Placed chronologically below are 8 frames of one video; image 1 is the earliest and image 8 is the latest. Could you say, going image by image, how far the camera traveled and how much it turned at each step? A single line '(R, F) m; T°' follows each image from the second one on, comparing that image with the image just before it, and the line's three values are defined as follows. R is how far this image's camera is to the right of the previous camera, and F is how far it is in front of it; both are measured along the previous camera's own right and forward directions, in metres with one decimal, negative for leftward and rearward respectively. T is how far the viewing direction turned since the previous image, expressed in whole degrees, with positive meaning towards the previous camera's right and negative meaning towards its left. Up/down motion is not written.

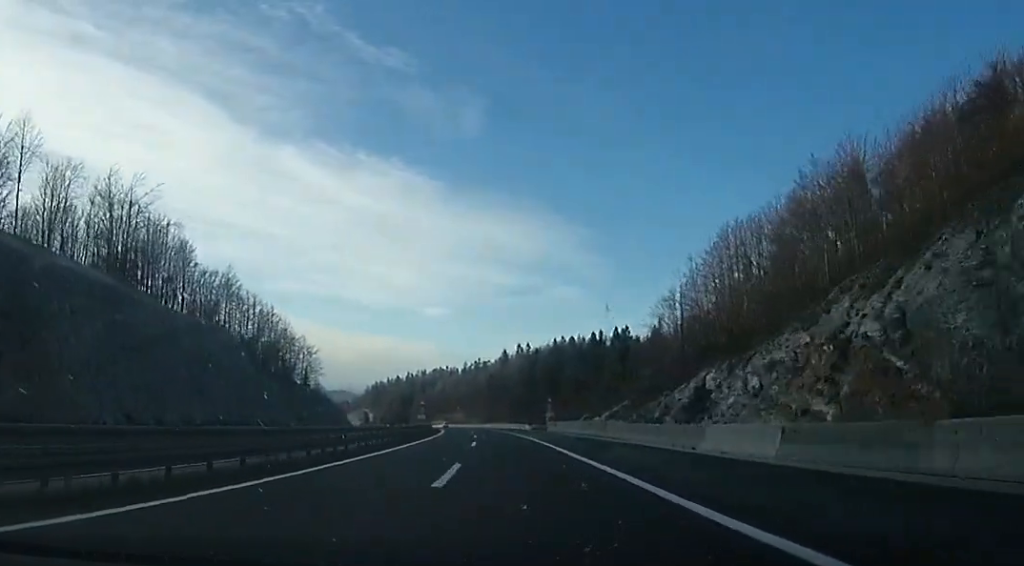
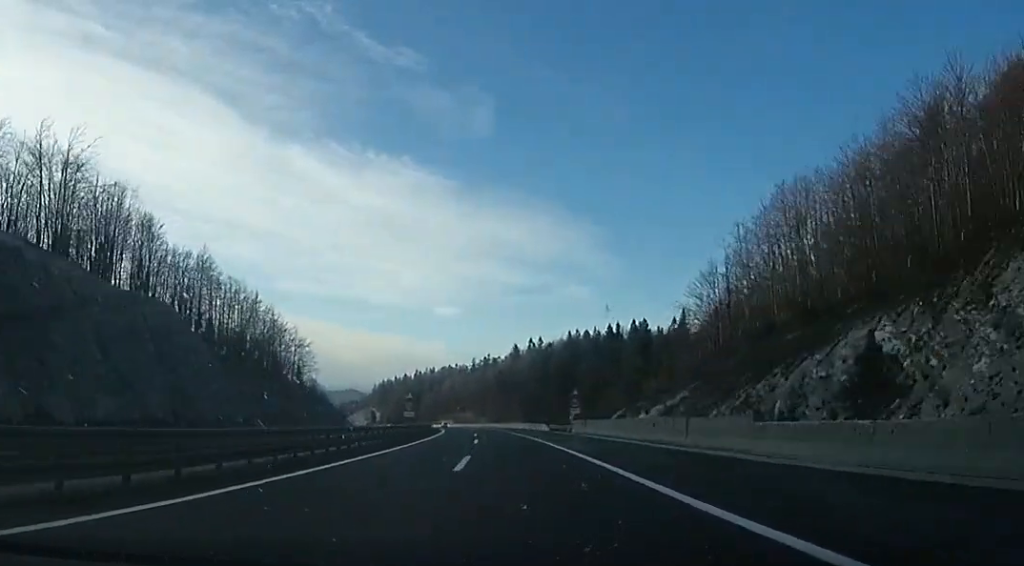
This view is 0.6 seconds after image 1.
(-0.2, +15.8) m; -2°
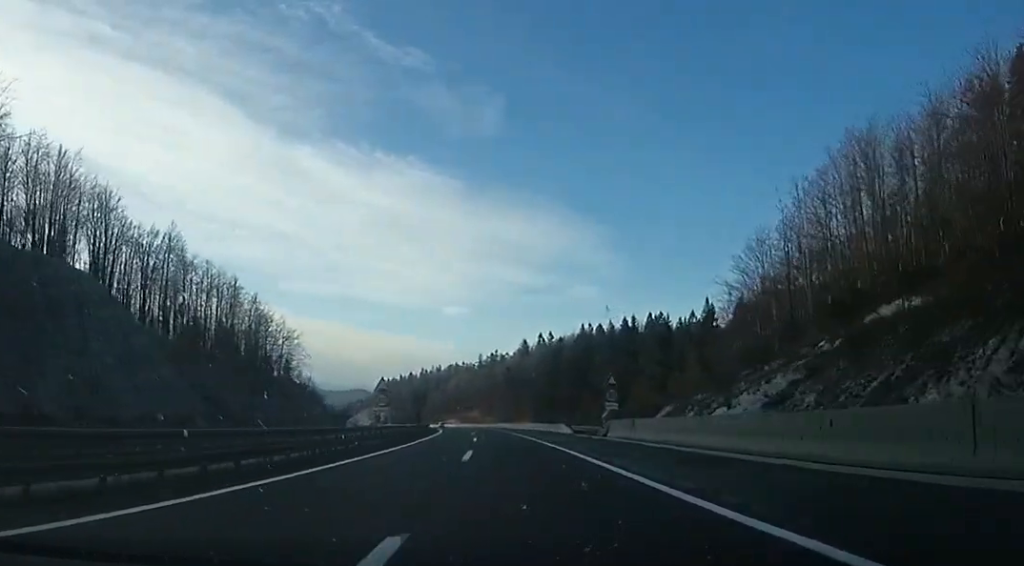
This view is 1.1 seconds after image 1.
(-0.7, +14.8) m; -2°
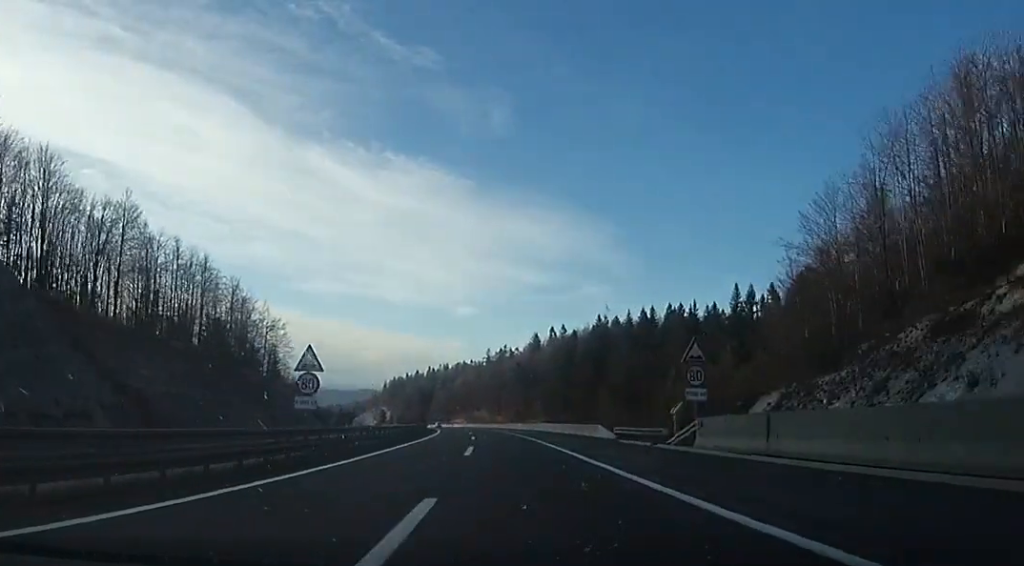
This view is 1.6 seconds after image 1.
(-0.2, +15.8) m; -1°
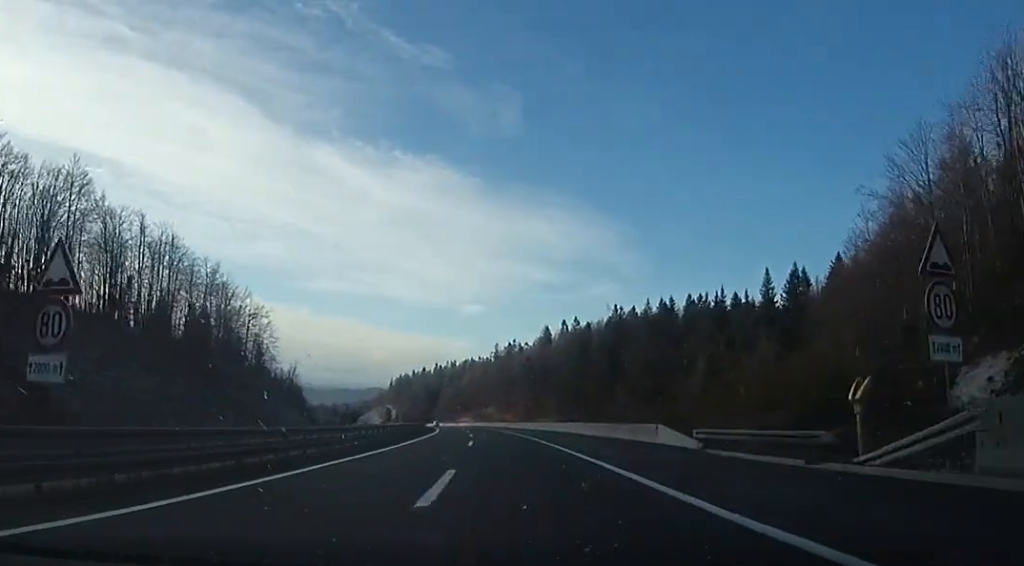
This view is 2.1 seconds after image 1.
(0.0, +13.9) m; 0°
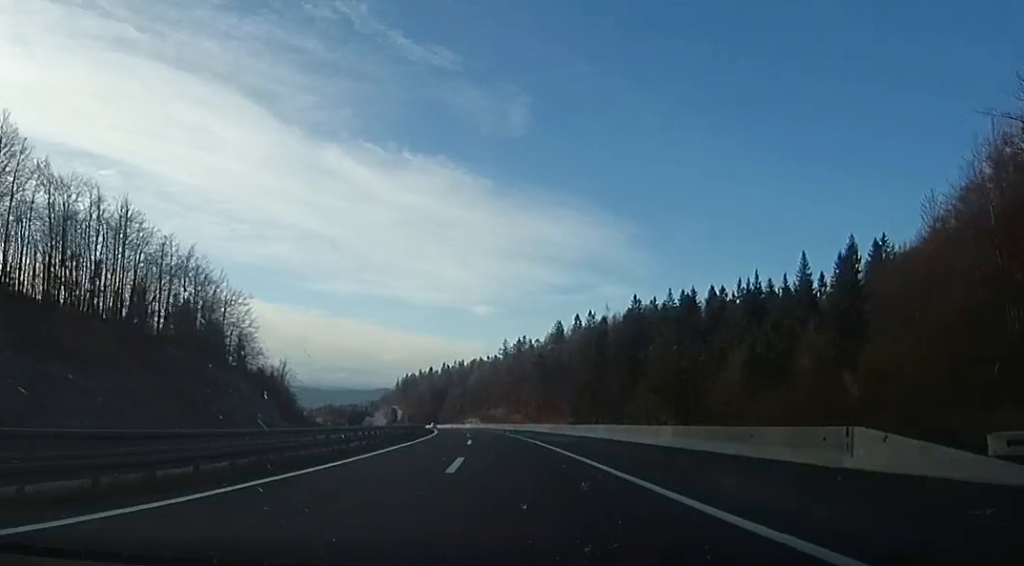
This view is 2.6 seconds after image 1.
(0.0, +14.3) m; 0°
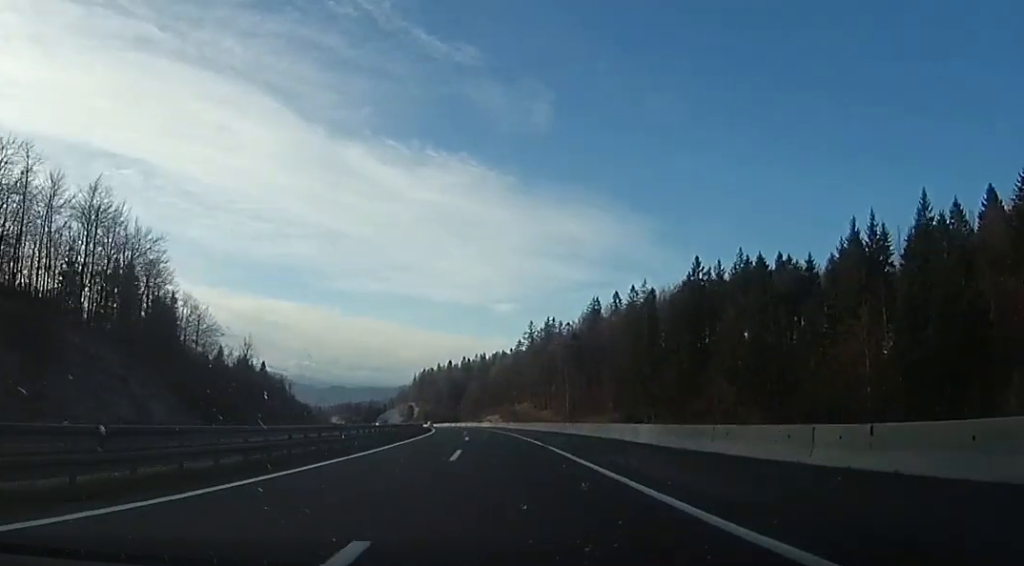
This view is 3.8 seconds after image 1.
(0.0, +34.5) m; -1°
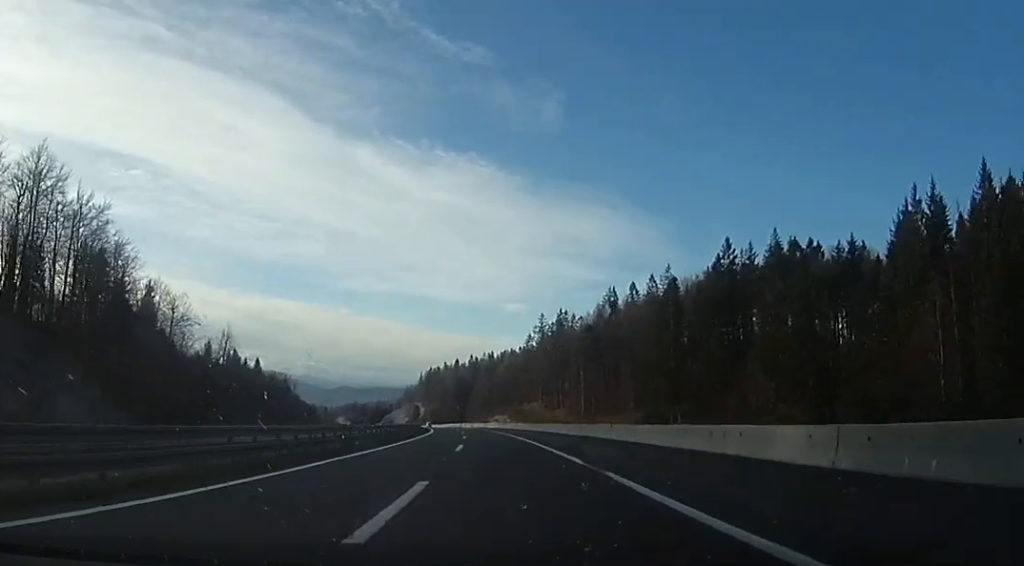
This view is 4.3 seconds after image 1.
(+0.1, +13.0) m; -1°
